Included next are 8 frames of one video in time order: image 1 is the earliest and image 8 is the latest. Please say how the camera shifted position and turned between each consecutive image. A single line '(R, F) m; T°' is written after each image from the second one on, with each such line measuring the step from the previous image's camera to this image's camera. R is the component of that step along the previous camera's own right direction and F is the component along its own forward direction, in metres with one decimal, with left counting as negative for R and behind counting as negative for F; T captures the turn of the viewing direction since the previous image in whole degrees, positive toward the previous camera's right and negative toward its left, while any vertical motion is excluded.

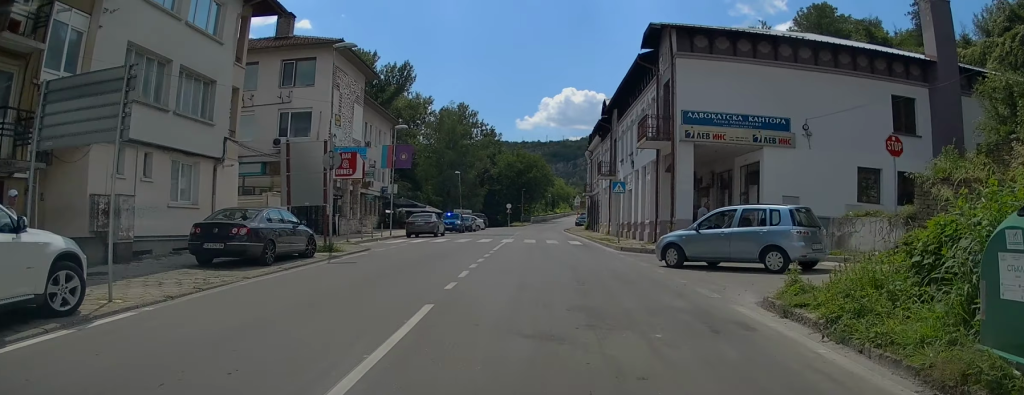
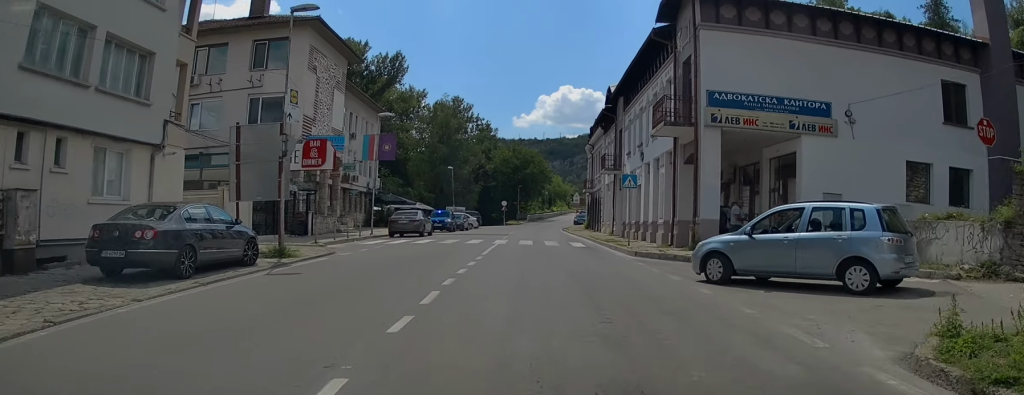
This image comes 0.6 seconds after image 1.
(+0.1, +3.9) m; +3°
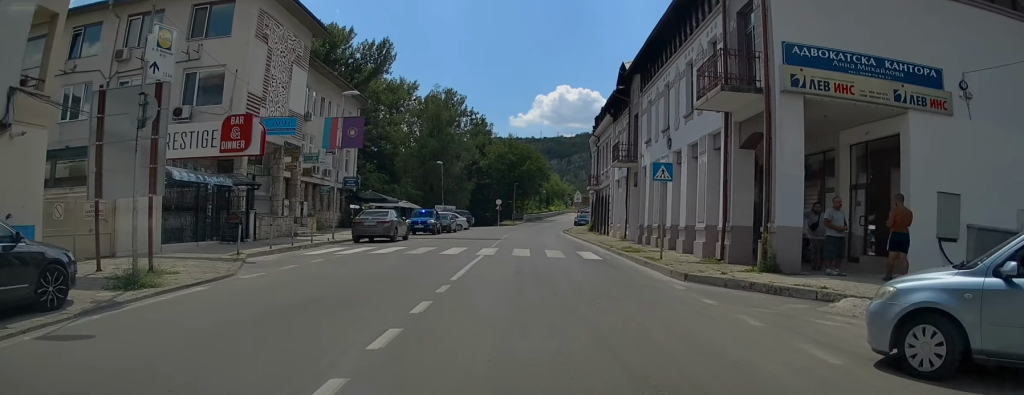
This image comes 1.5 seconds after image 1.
(+0.3, +6.5) m; +3°
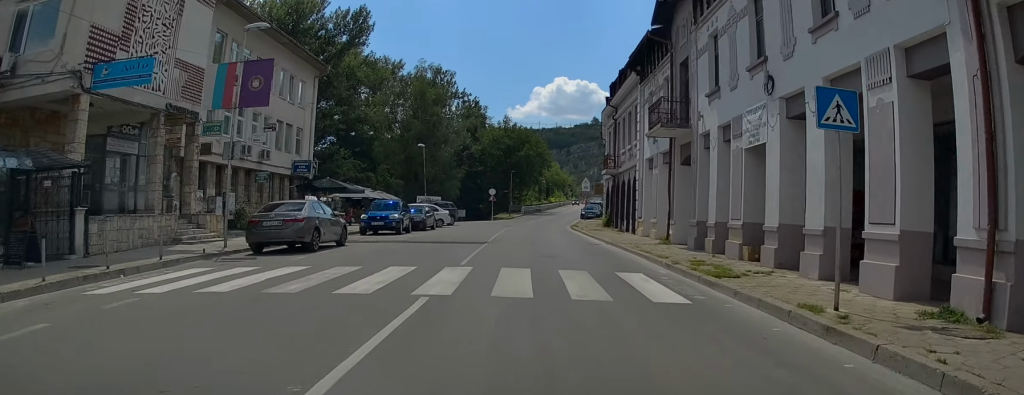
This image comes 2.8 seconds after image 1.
(+0.2, +10.9) m; +2°
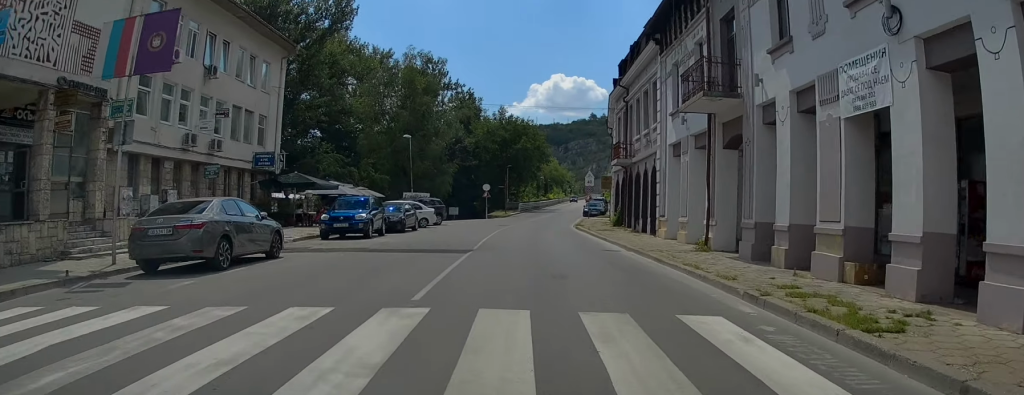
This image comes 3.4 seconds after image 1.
(0.0, +5.7) m; +2°
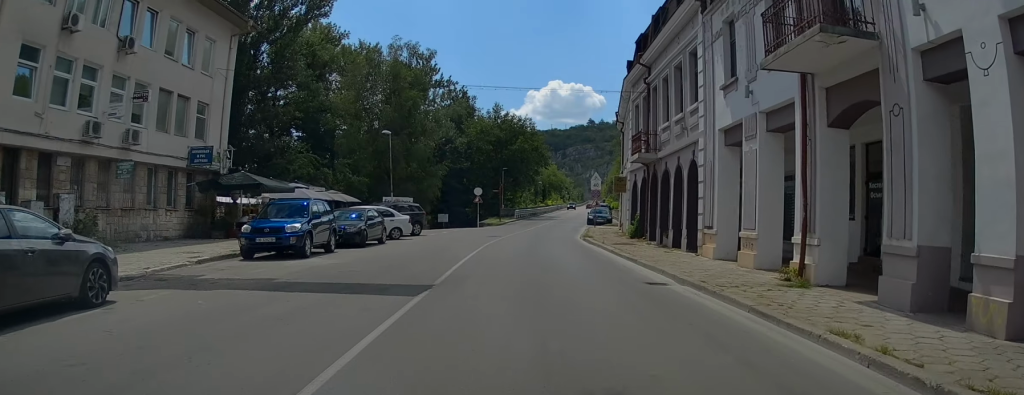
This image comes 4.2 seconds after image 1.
(+0.1, +7.0) m; +2°
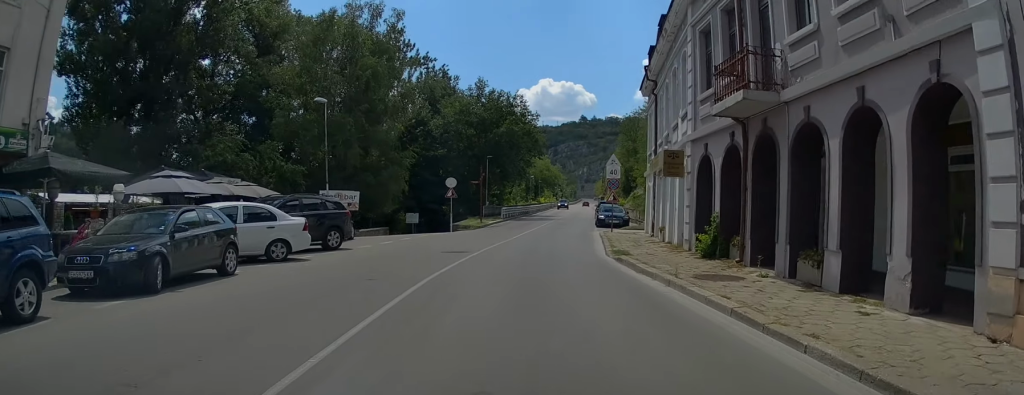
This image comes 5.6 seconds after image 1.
(+0.2, +13.1) m; 0°
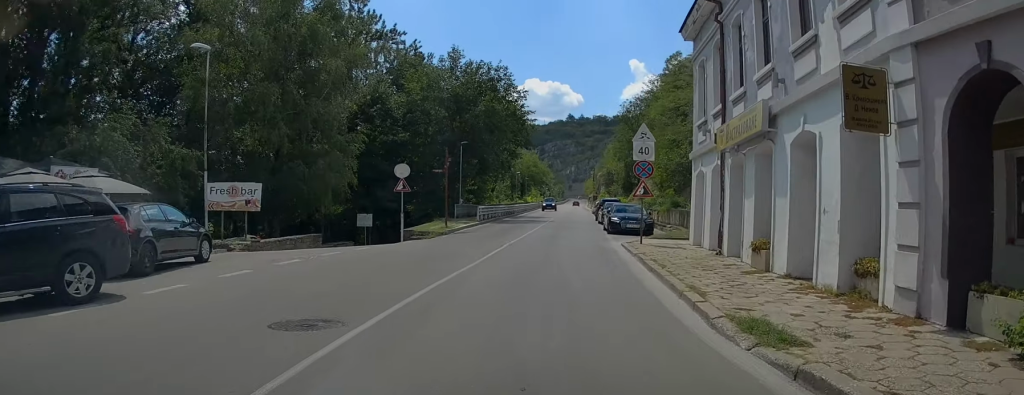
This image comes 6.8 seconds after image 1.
(0.0, +11.3) m; +2°
